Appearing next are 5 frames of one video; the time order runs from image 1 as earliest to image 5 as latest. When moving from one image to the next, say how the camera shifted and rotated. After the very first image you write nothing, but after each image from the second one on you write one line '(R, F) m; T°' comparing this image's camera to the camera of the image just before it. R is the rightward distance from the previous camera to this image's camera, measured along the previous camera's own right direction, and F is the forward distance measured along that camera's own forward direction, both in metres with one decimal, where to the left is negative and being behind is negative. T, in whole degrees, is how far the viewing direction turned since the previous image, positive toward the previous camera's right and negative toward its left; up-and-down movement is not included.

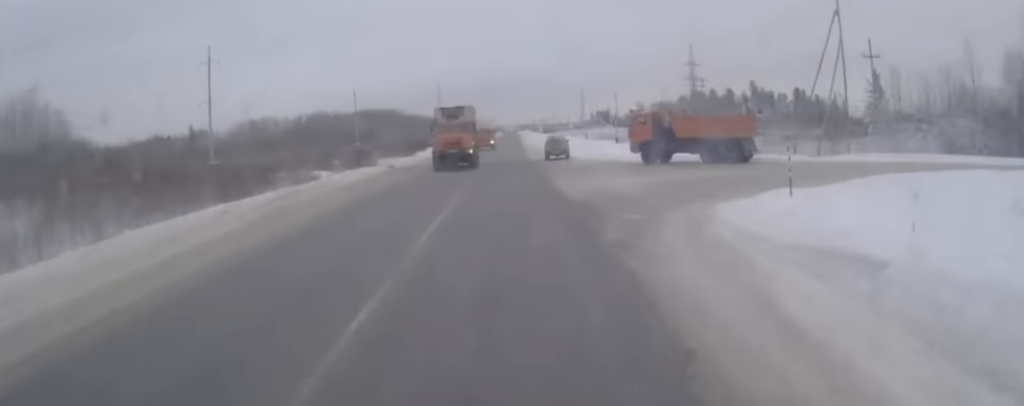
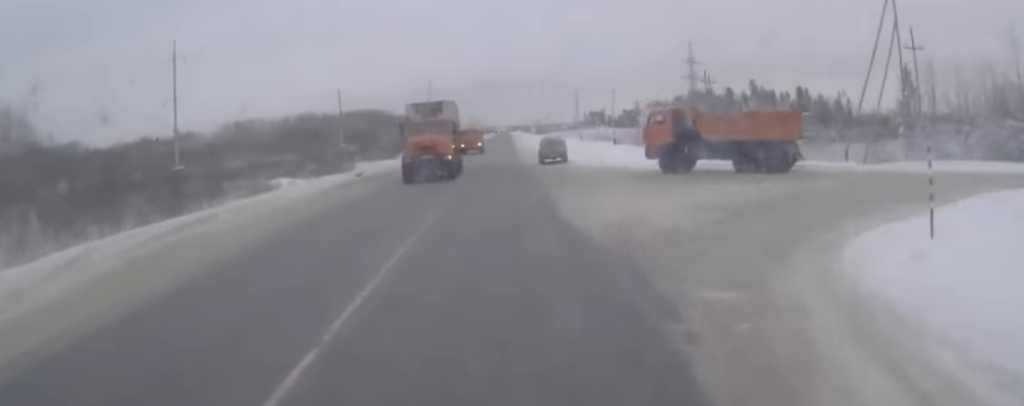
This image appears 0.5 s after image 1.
(+0.1, +8.2) m; 0°
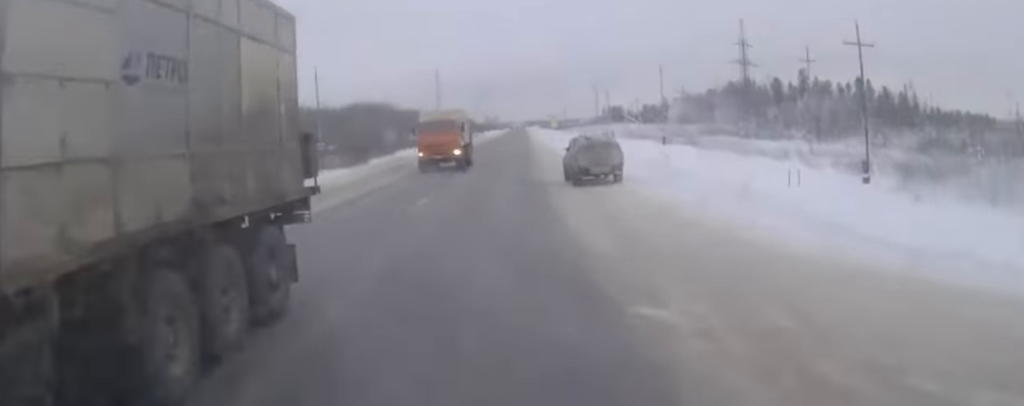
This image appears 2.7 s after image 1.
(-0.5, +32.5) m; -2°
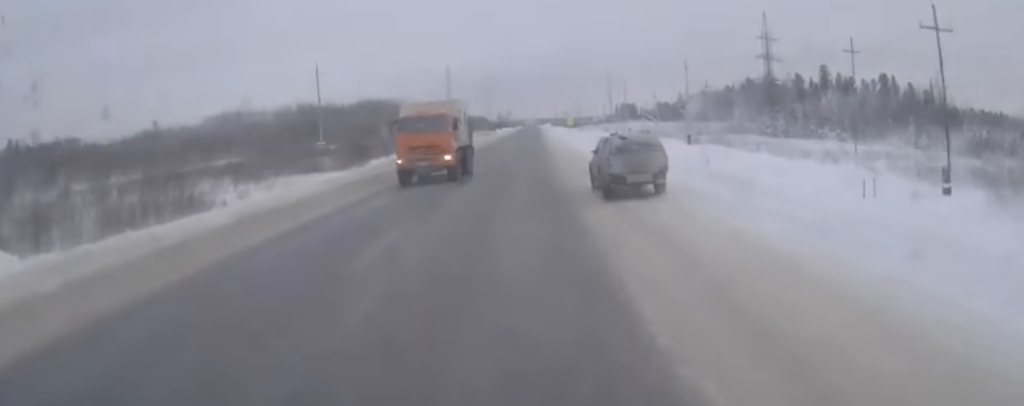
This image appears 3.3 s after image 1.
(0.0, +8.0) m; 0°
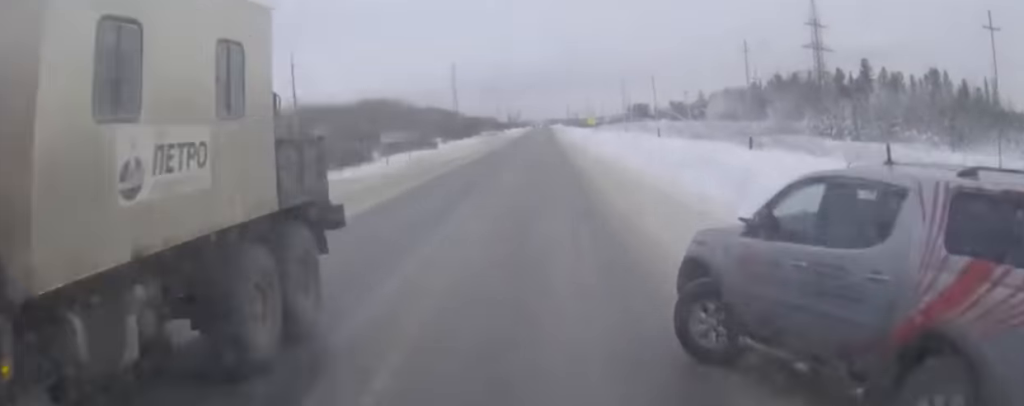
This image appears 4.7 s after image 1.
(-0.2, +20.5) m; -3°
